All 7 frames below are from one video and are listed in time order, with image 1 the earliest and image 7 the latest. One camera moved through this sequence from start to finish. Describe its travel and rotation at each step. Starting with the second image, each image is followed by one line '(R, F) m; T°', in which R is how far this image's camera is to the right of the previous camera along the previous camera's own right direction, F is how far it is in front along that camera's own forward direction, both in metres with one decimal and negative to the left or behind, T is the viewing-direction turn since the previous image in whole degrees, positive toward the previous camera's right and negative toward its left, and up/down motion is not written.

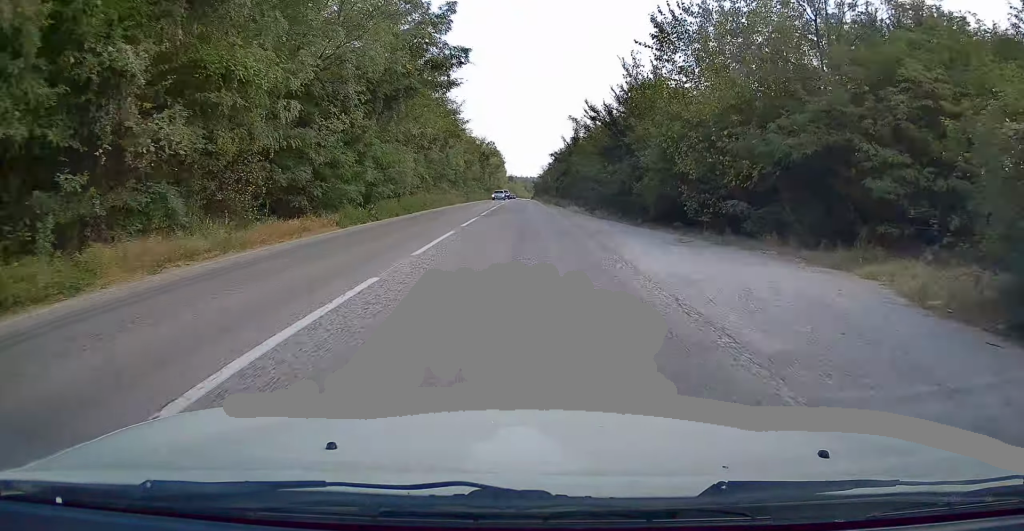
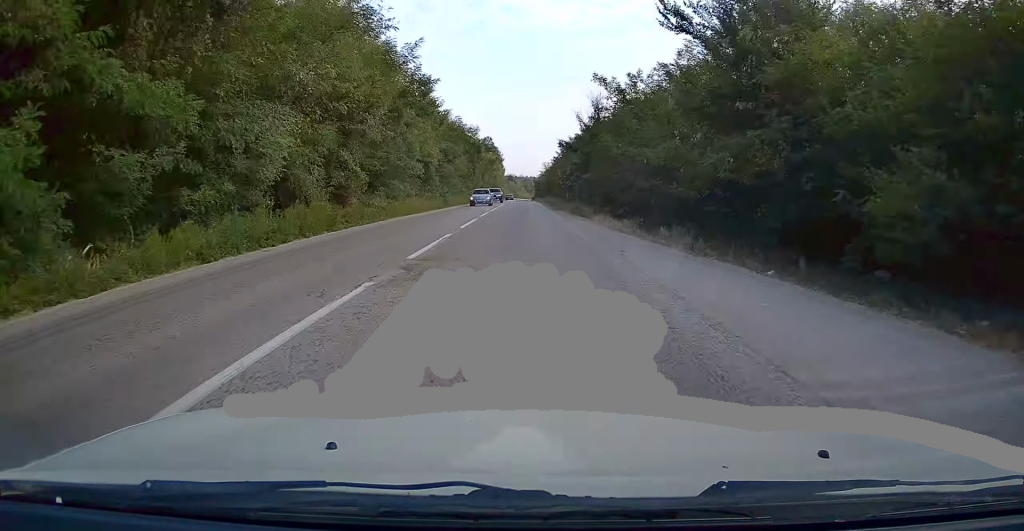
(-0.1, +18.4) m; 0°
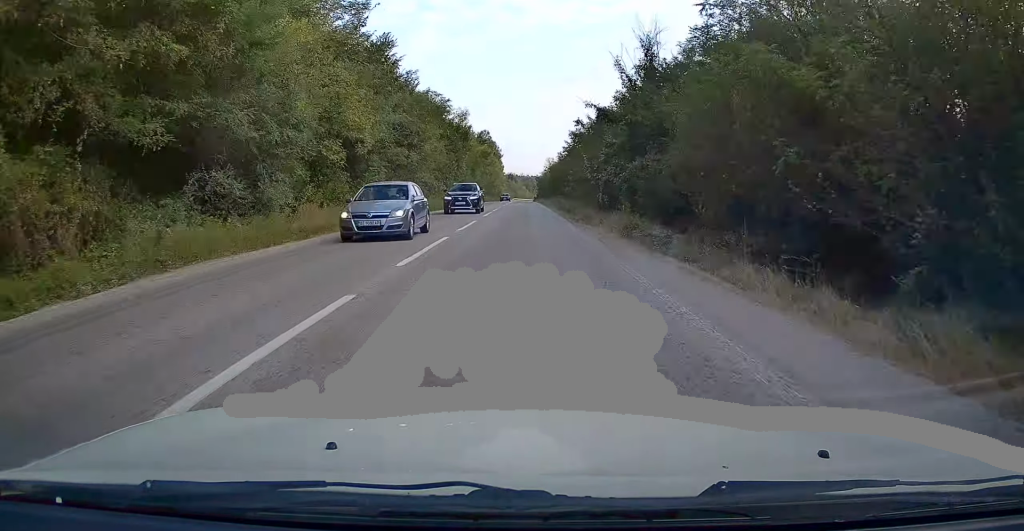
(0.0, +19.2) m; 0°
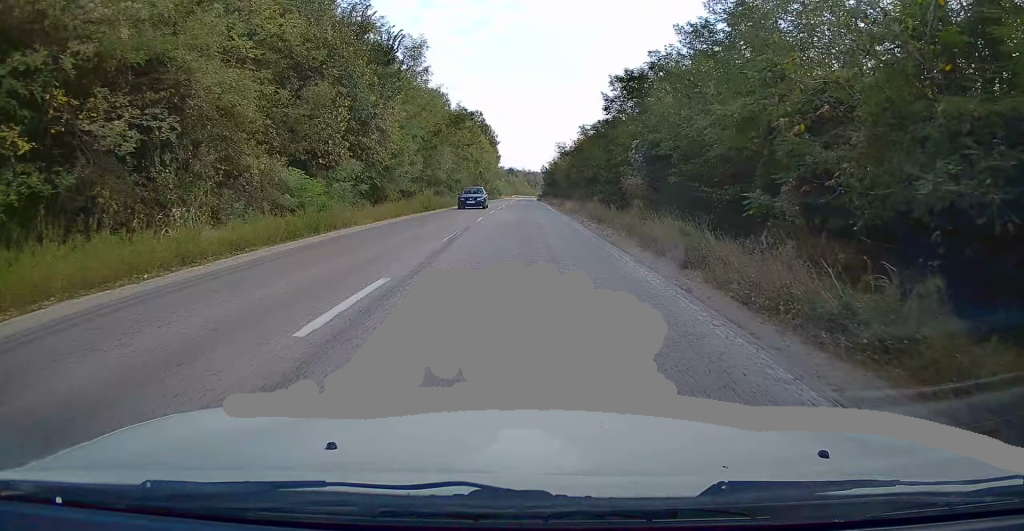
(0.0, +34.7) m; 0°
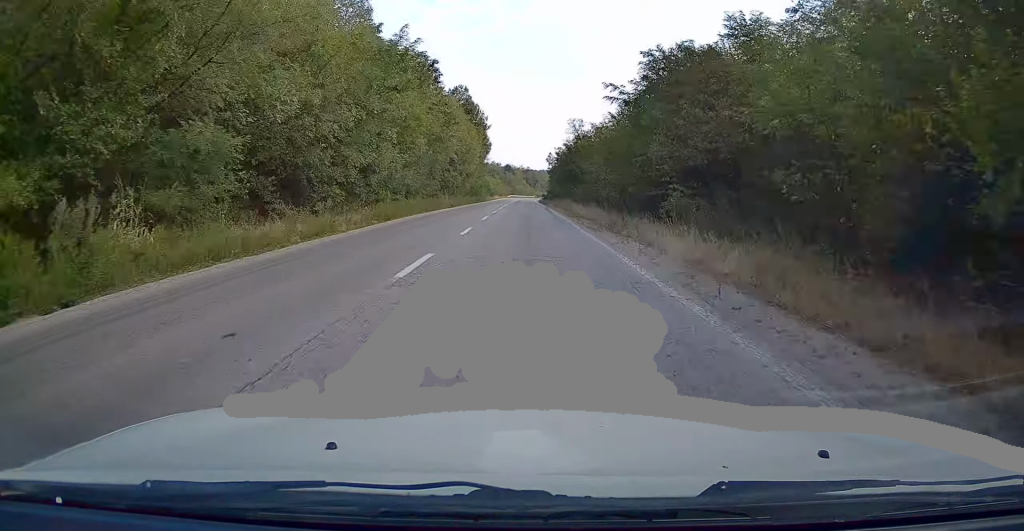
(+0.1, +33.0) m; 0°
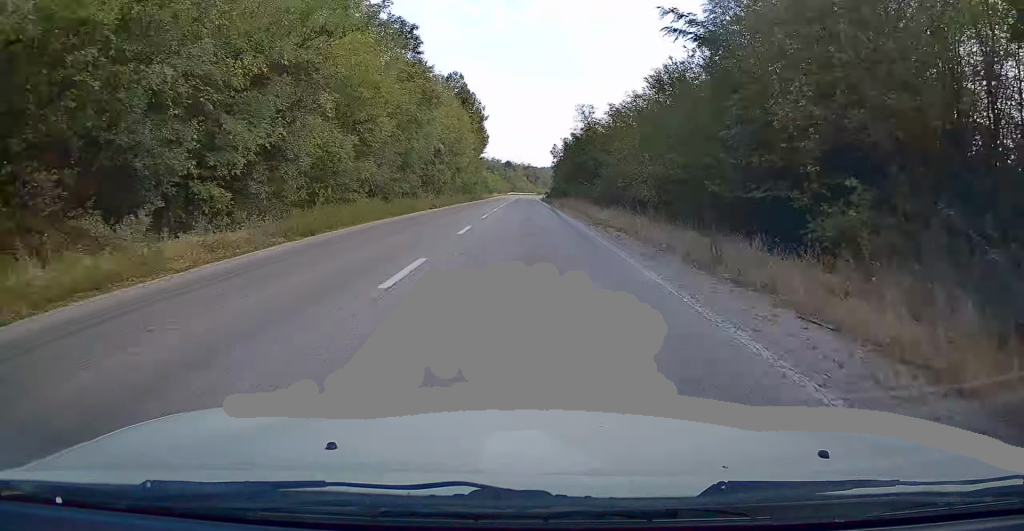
(0.0, +9.9) m; 0°
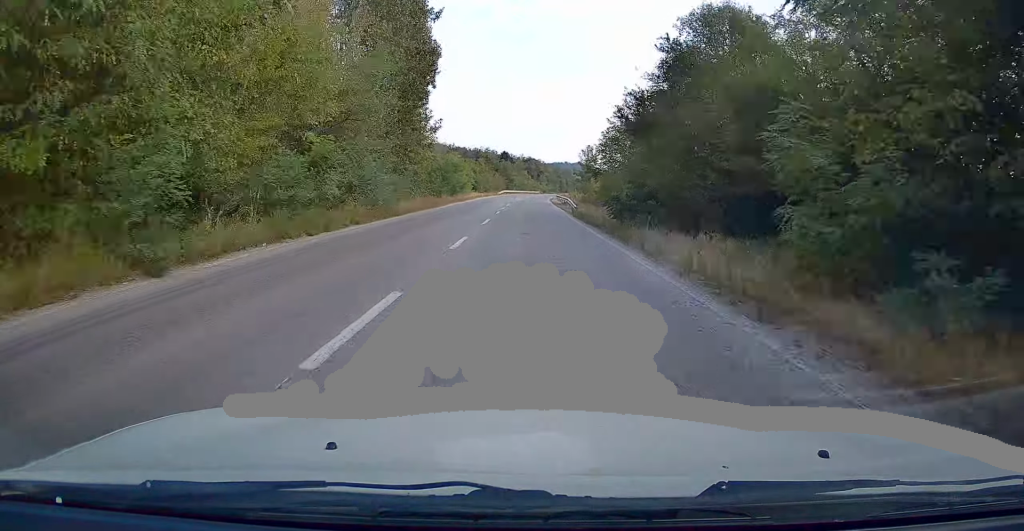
(-0.1, +58.3) m; 0°
